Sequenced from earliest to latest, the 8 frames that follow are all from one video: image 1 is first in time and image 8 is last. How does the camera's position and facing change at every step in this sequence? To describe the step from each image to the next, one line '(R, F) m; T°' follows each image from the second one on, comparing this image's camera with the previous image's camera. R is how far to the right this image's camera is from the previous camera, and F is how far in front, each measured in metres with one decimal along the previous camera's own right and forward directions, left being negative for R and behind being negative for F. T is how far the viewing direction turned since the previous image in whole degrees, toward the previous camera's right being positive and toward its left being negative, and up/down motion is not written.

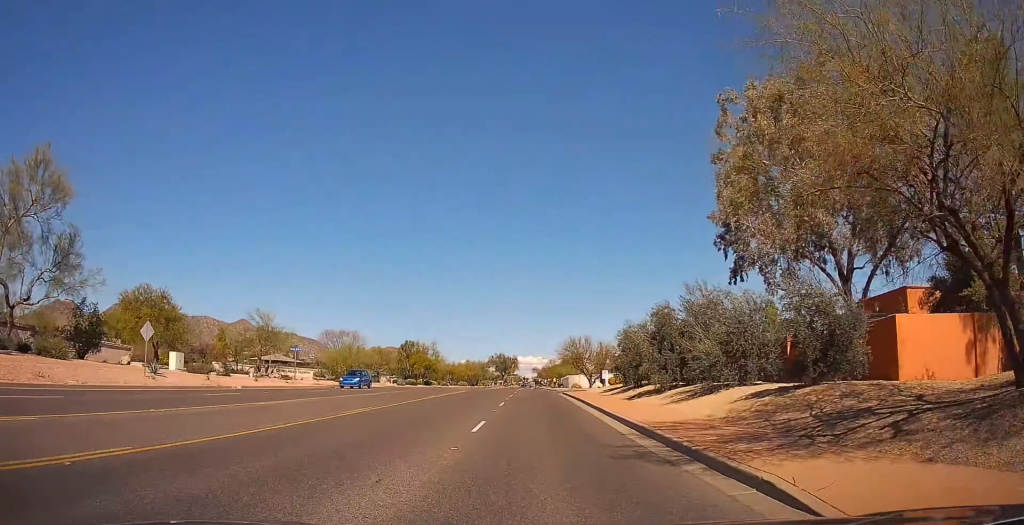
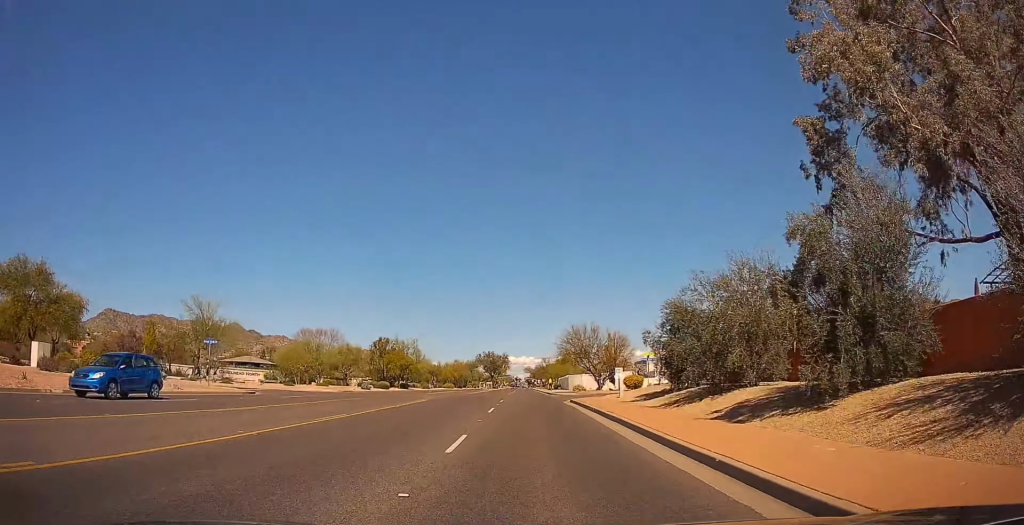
(+0.1, +15.0) m; +2°
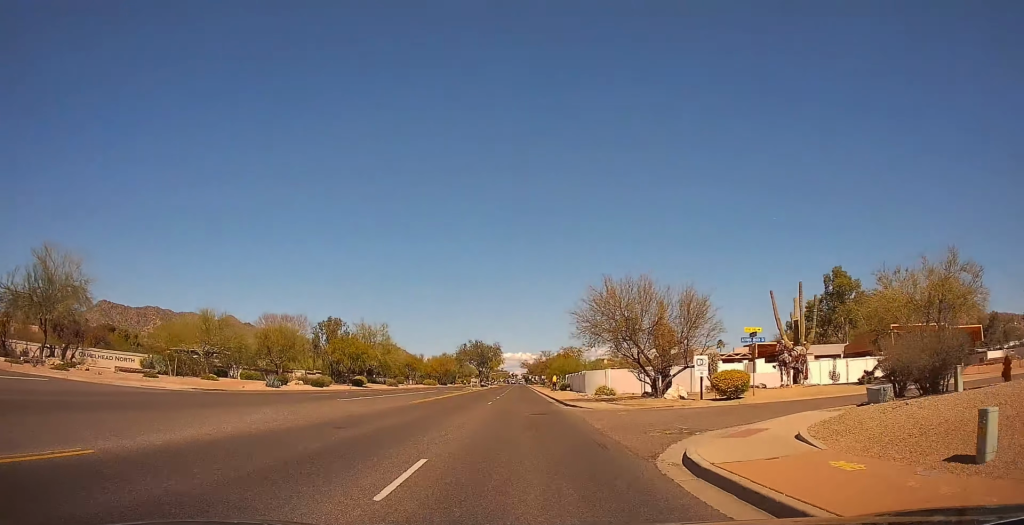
(+0.7, +25.4) m; +1°
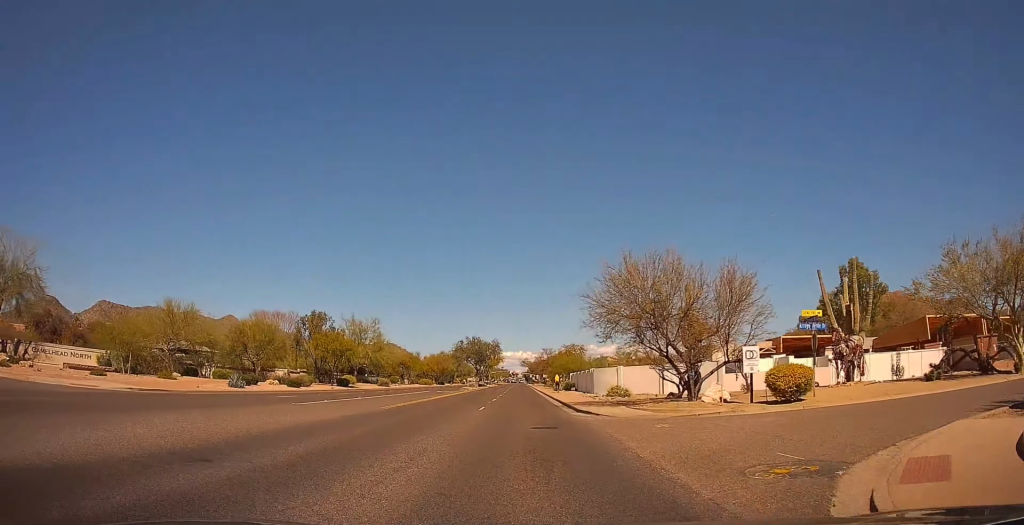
(0.0, +6.0) m; 0°
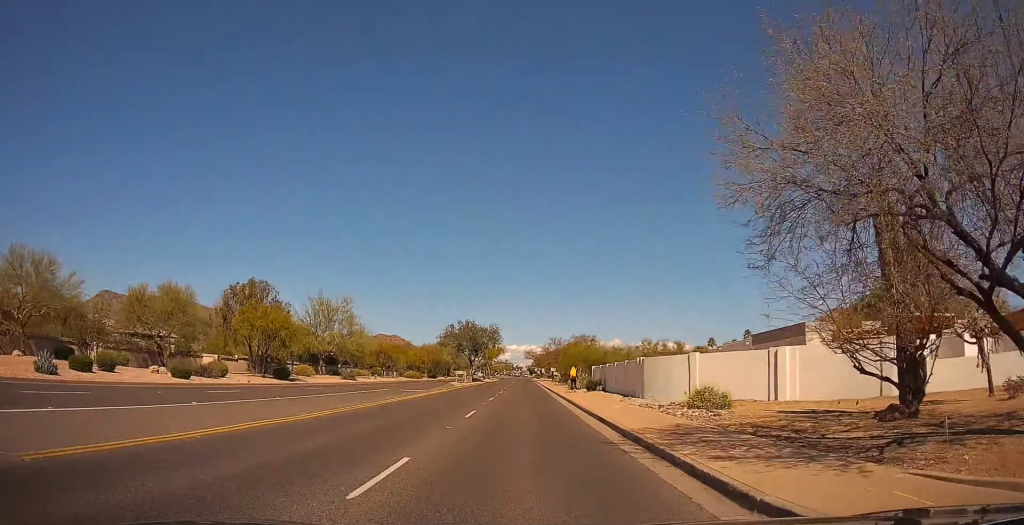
(-0.3, +17.7) m; -1°
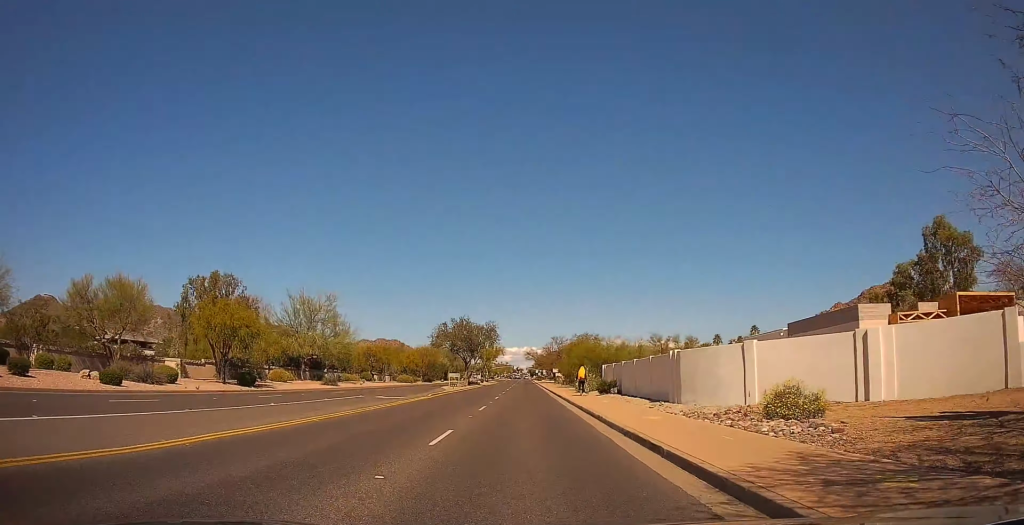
(+0.2, +6.4) m; -1°
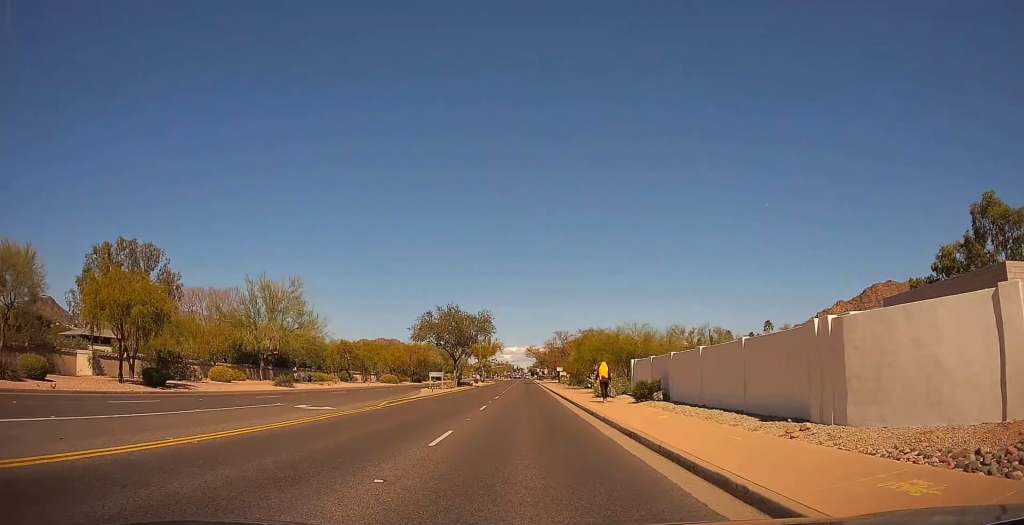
(-0.3, +11.3) m; -2°
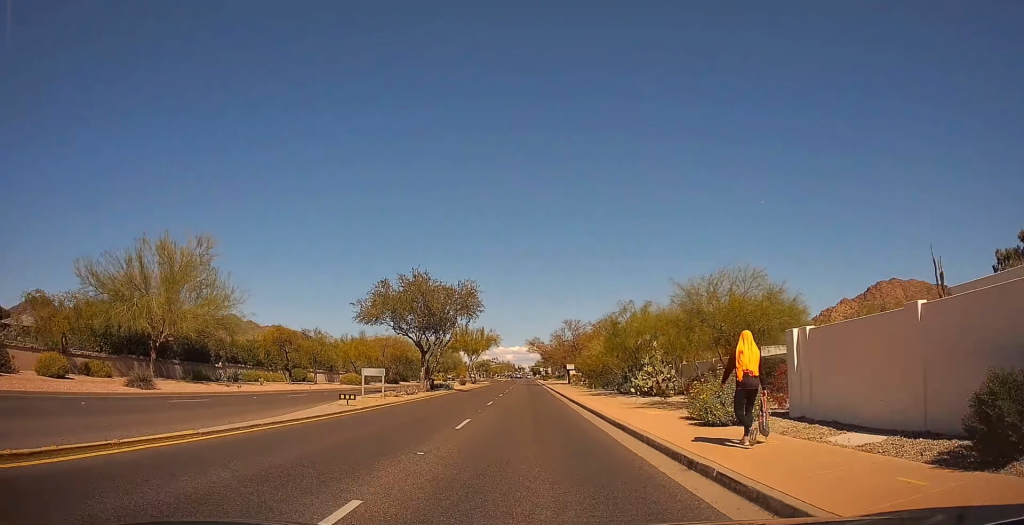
(-0.6, +19.1) m; 0°
